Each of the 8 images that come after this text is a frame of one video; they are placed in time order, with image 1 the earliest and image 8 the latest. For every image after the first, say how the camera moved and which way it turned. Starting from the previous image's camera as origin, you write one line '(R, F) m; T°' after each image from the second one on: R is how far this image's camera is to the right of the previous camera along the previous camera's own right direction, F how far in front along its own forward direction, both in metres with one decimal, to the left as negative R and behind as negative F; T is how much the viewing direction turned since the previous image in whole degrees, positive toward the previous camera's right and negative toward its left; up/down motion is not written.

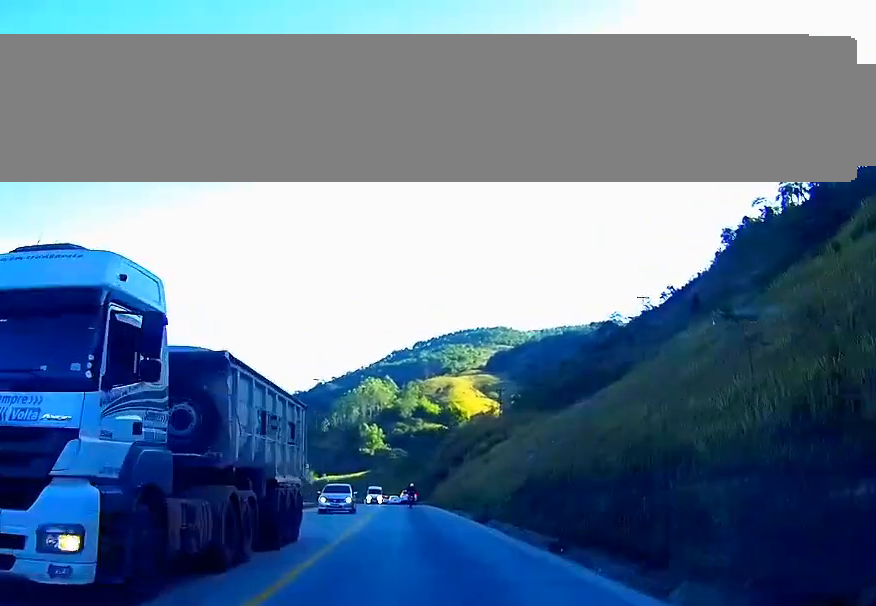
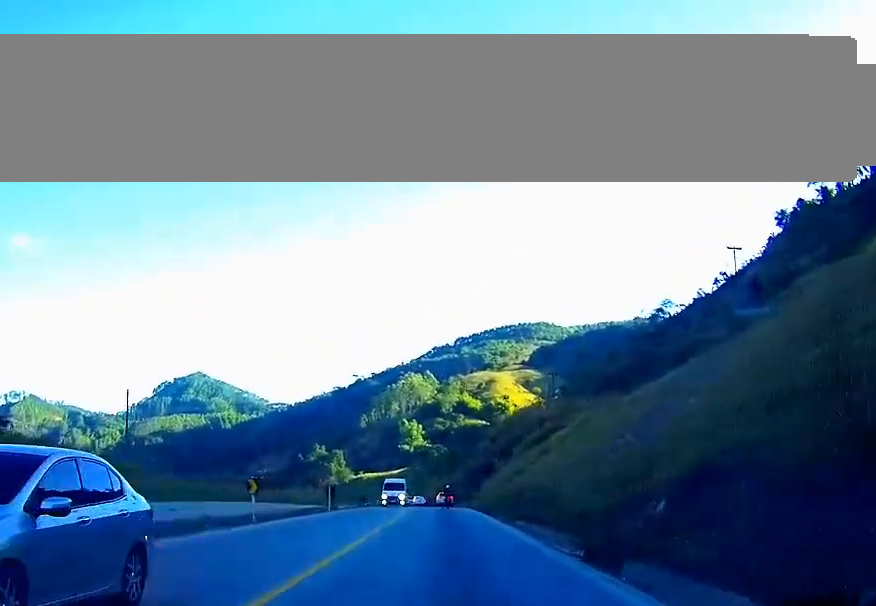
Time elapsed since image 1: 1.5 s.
(-0.6, +20.9) m; -2°
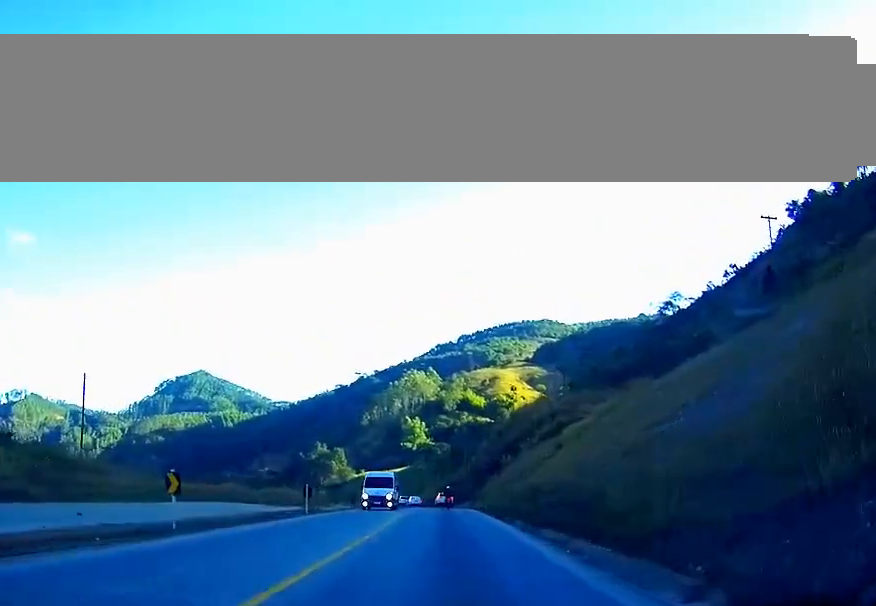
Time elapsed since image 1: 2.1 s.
(0.0, +9.4) m; 0°
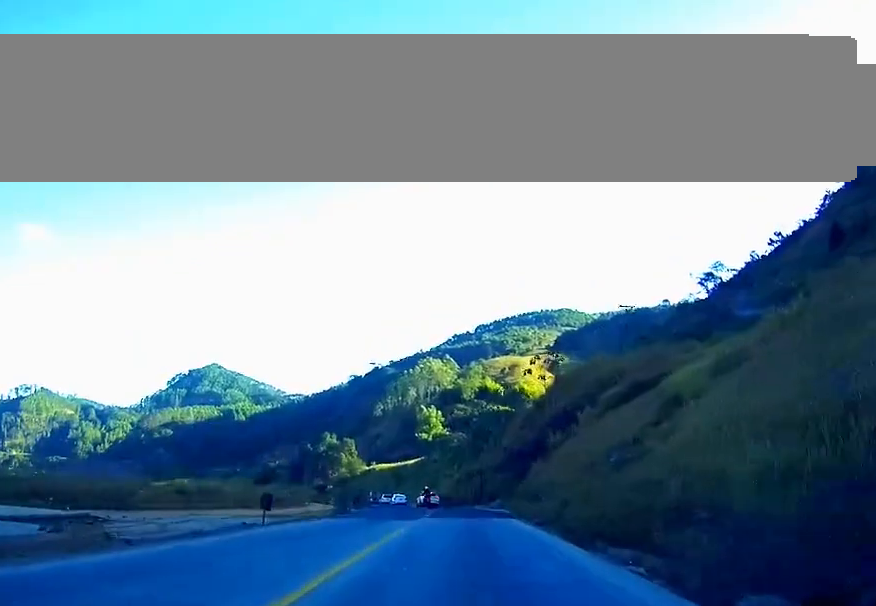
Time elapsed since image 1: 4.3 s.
(-0.5, +34.8) m; -1°
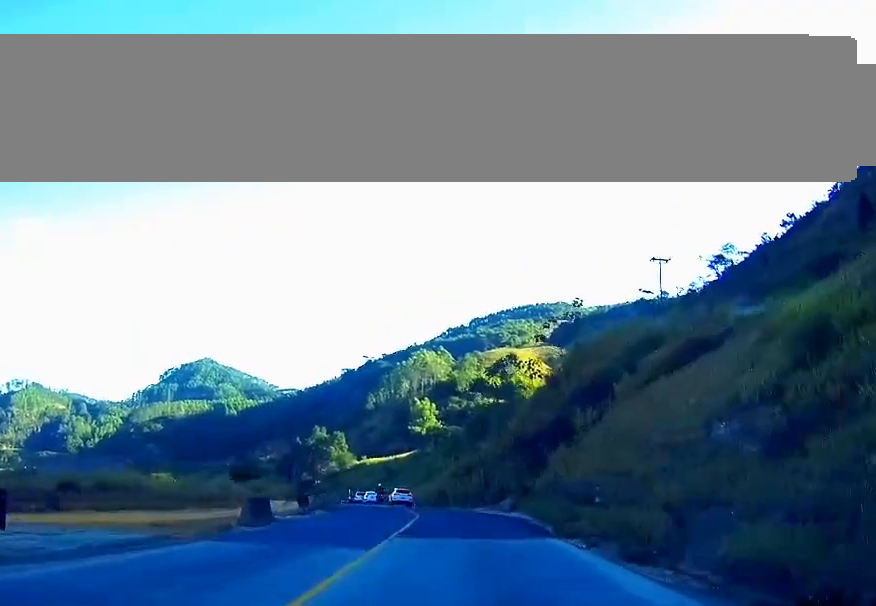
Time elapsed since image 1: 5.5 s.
(-0.1, +18.4) m; 0°
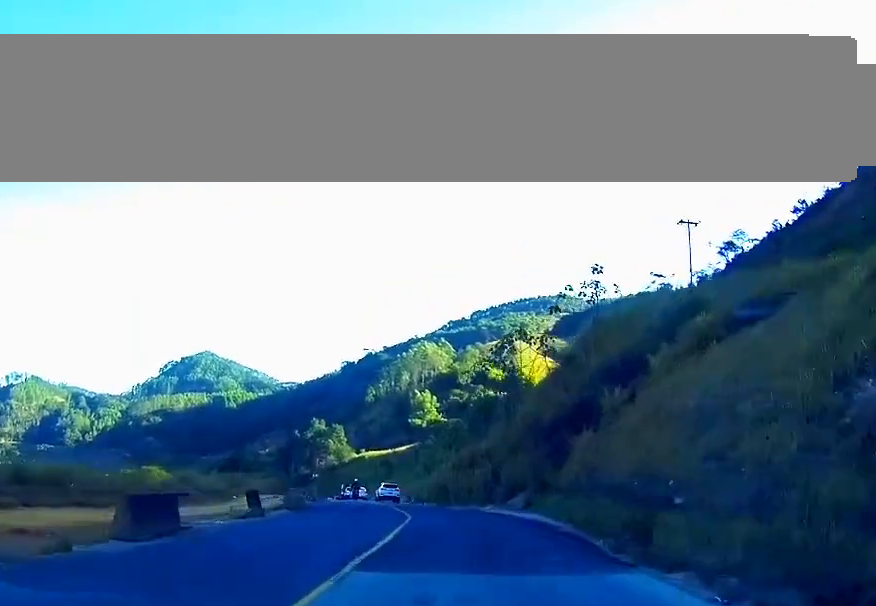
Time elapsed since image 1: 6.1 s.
(-0.1, +9.6) m; 0°
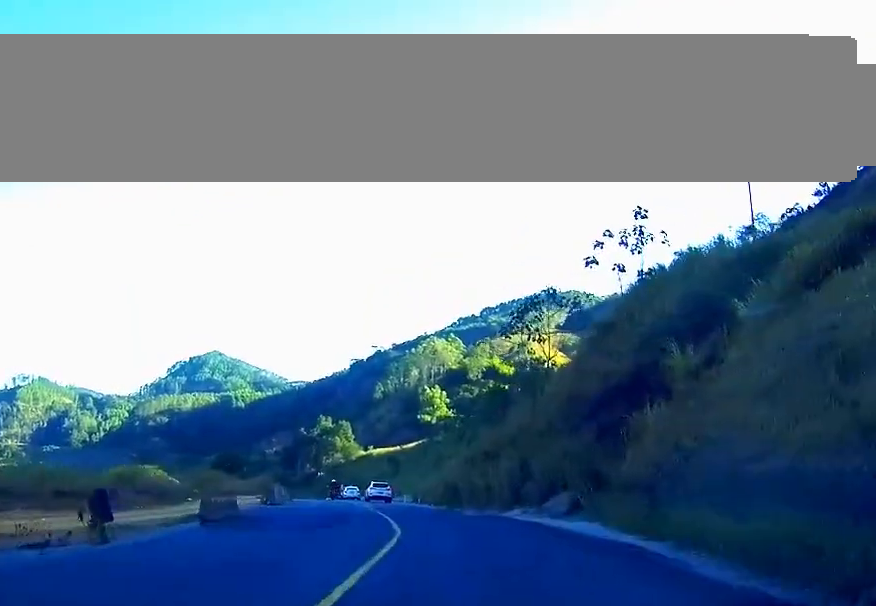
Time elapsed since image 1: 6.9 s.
(+0.1, +13.2) m; -1°
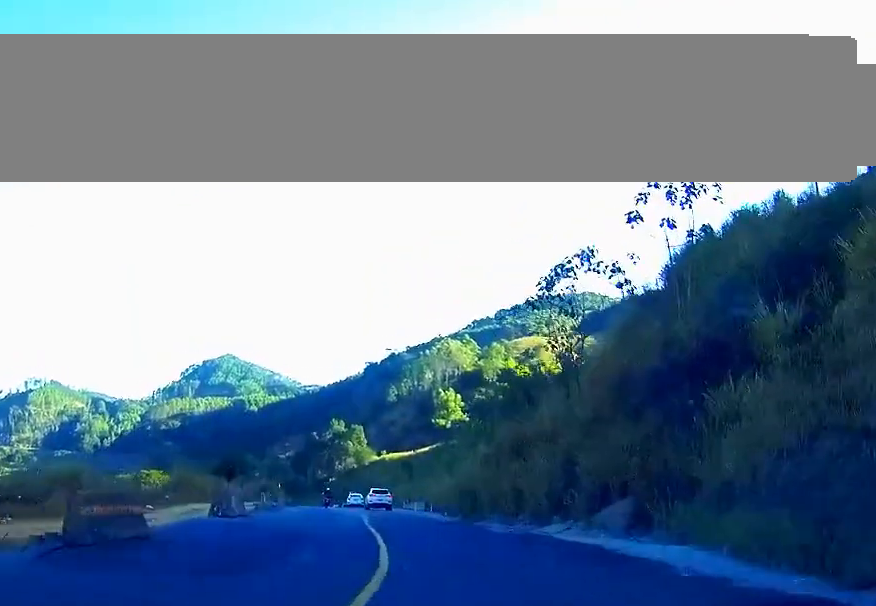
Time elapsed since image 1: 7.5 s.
(0.0, +8.9) m; -1°
